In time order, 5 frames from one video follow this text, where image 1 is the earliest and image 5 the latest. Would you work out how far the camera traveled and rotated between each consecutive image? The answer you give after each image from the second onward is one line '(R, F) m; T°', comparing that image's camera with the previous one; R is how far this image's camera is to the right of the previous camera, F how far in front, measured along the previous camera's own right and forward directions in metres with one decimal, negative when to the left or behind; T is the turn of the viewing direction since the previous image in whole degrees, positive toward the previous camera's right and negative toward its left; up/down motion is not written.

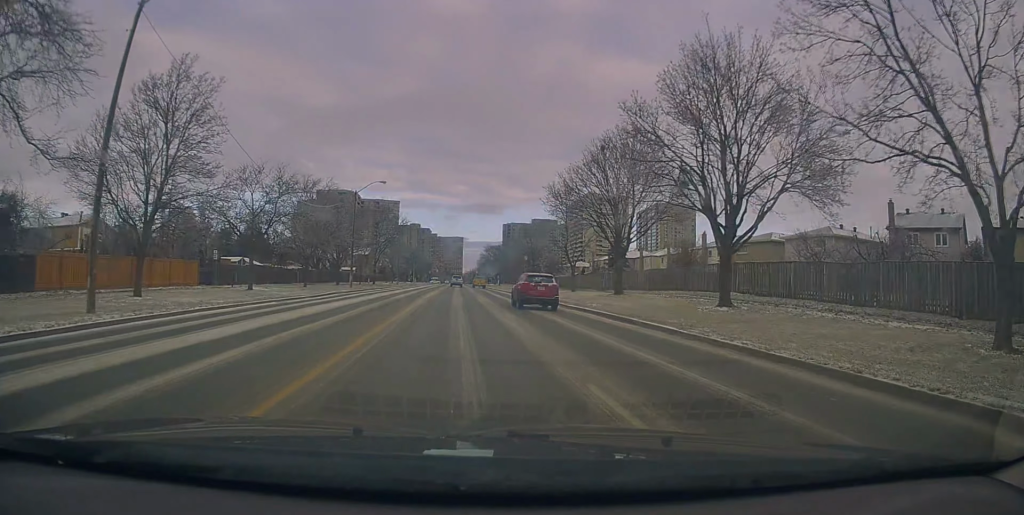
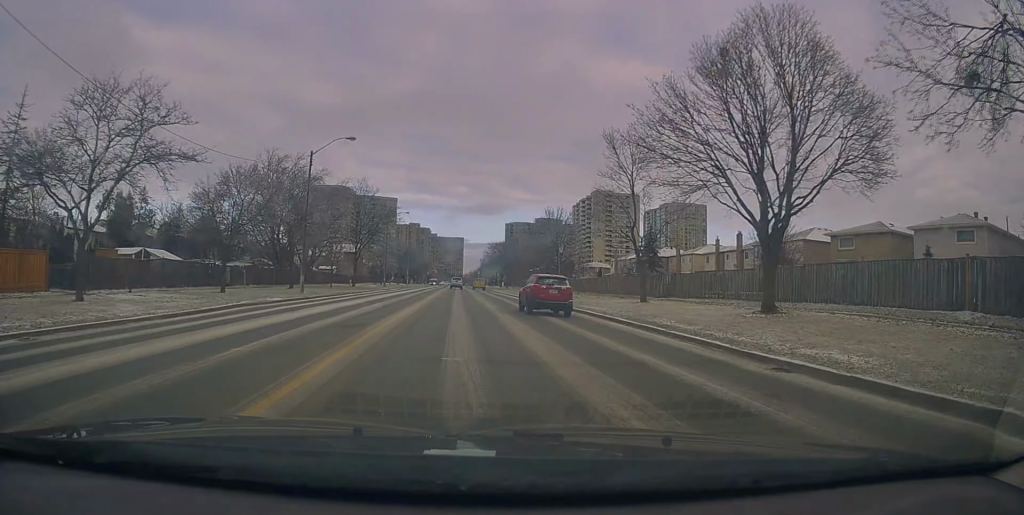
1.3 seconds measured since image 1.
(-0.2, +19.8) m; 0°
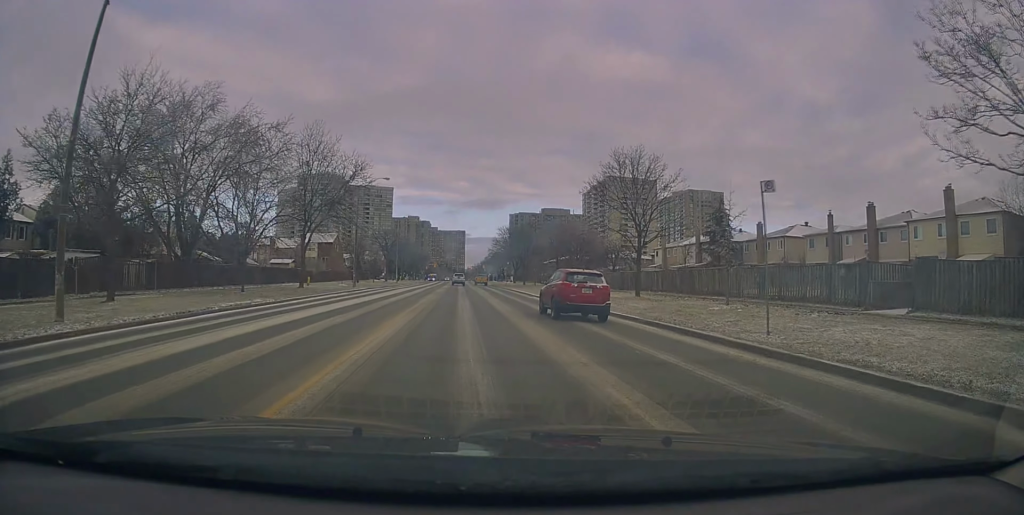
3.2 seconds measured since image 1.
(+0.3, +27.4) m; 0°
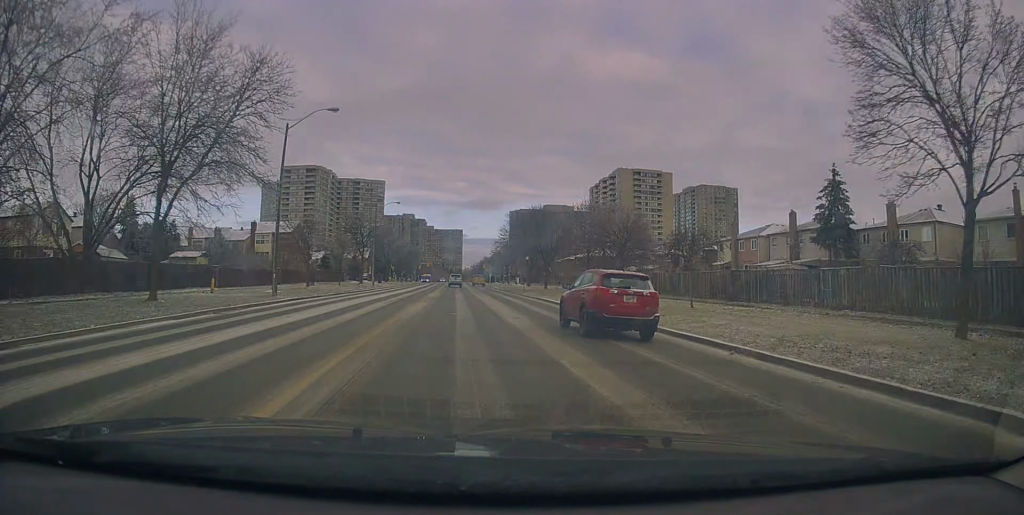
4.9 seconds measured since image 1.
(+0.2, +25.0) m; +1°
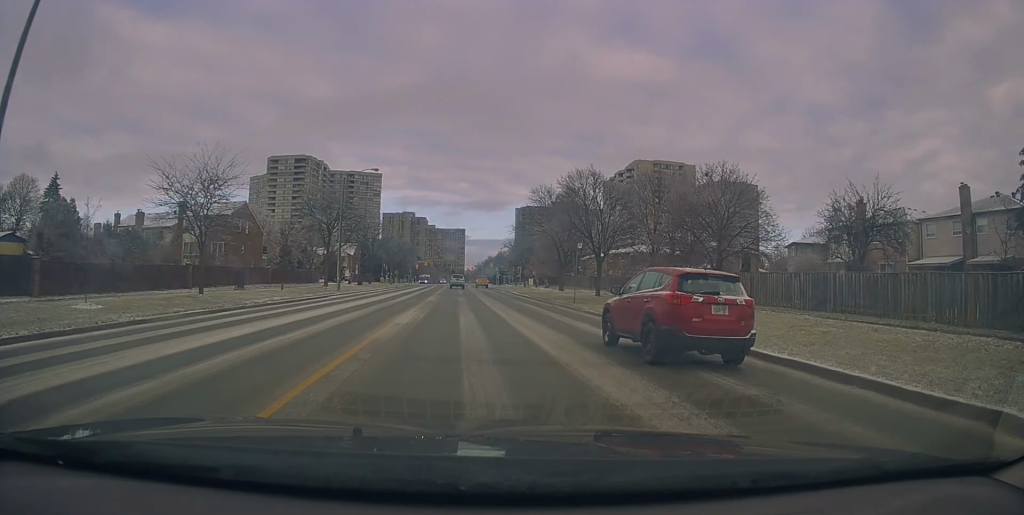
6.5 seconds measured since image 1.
(-0.2, +23.8) m; -1°
